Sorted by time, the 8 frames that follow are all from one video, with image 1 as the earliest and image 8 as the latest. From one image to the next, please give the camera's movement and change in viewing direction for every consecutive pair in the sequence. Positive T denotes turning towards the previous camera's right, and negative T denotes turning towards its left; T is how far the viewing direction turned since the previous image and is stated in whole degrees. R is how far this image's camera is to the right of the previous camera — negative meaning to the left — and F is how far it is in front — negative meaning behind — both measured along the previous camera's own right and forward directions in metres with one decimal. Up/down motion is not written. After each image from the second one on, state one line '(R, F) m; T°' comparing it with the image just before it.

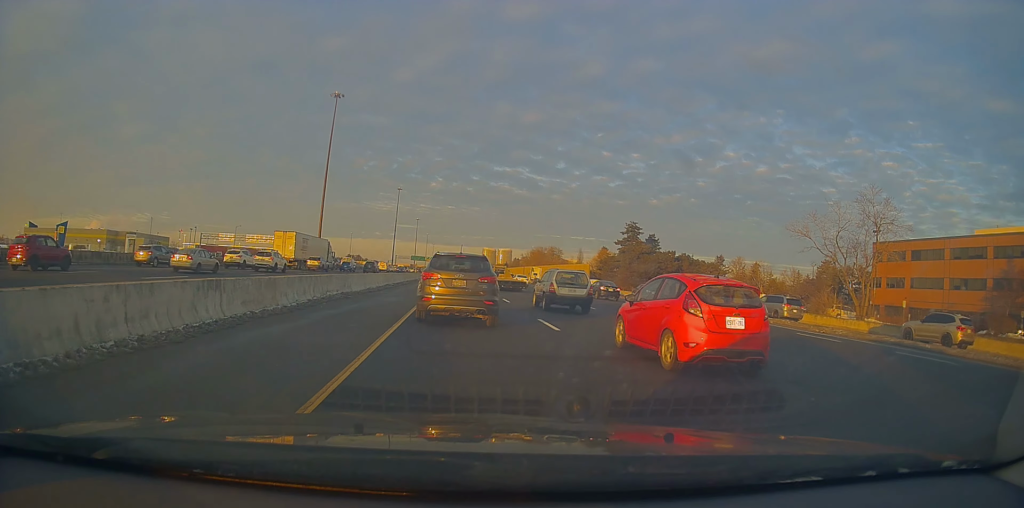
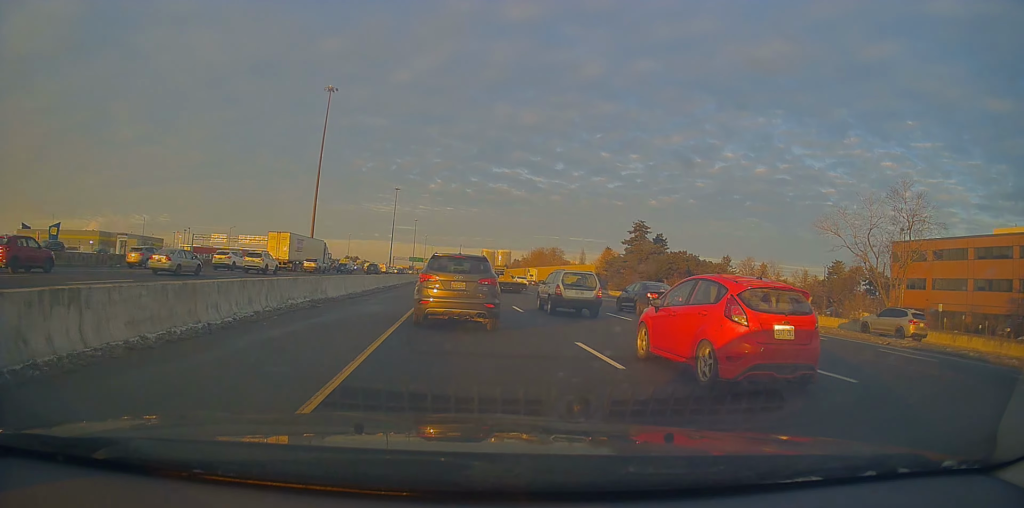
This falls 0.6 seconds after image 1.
(+0.2, +5.4) m; +2°
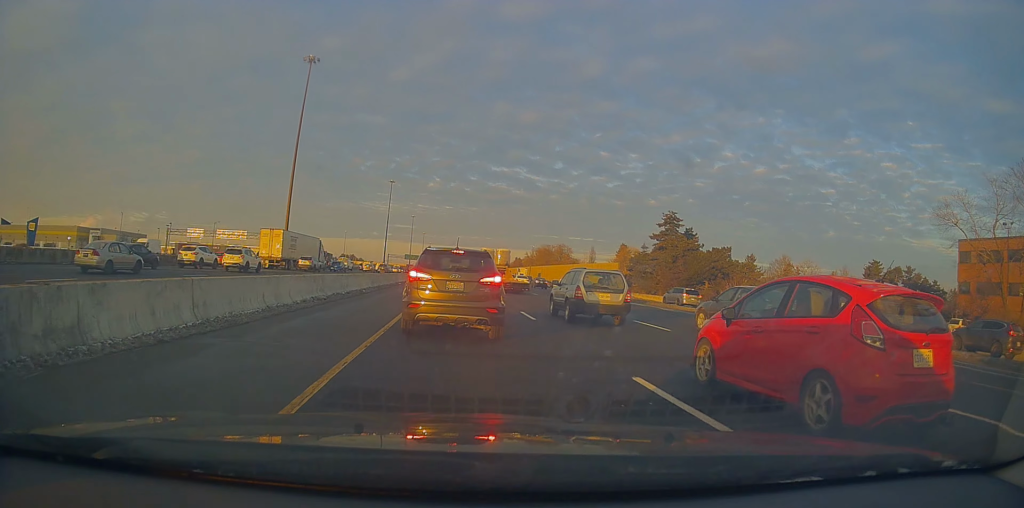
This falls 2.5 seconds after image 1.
(-0.1, +16.4) m; +1°
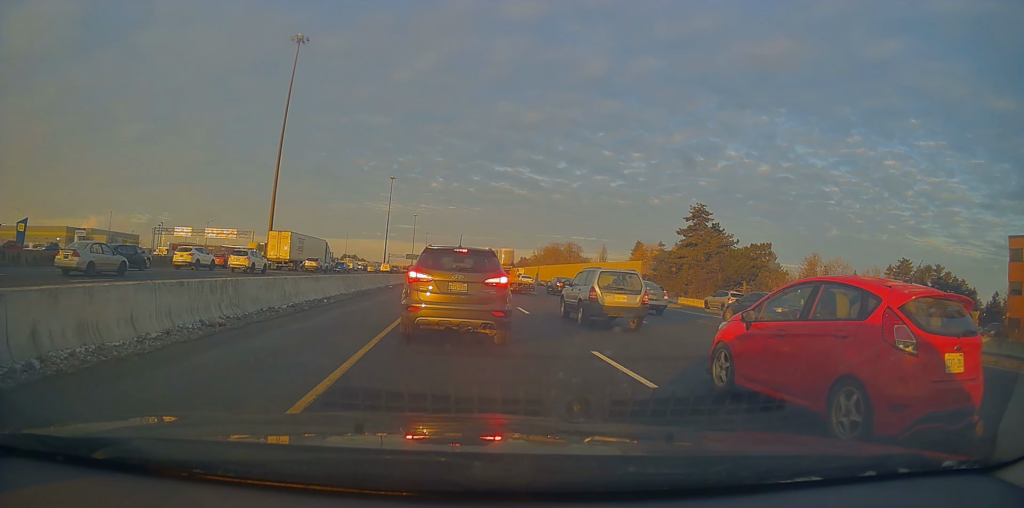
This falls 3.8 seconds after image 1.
(+0.3, +9.9) m; -2°
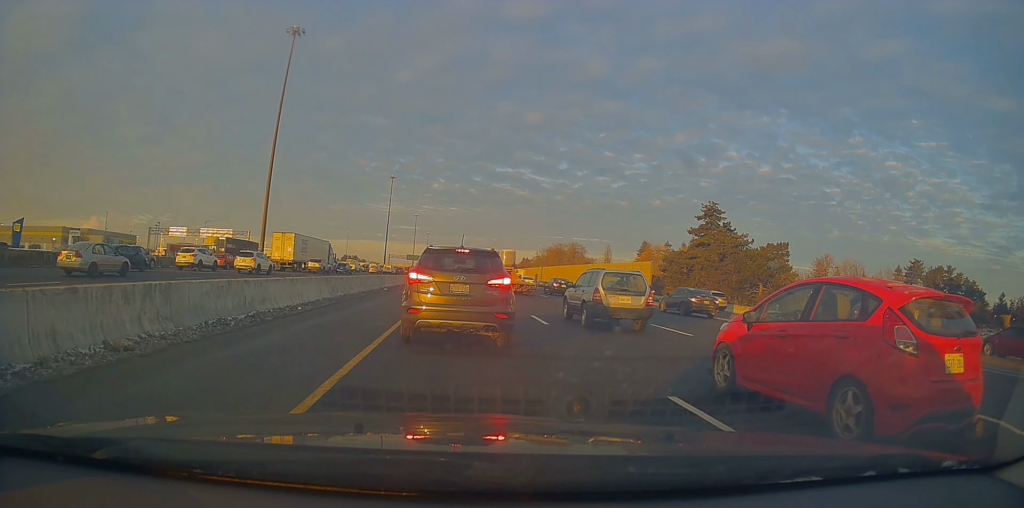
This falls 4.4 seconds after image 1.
(-0.4, +3.6) m; 0°
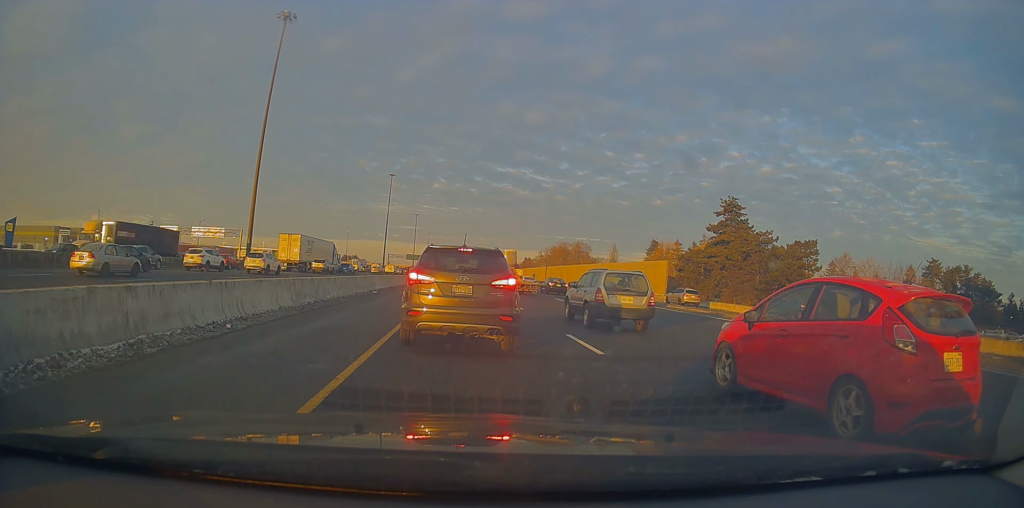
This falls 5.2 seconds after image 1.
(+0.1, +5.8) m; +3°
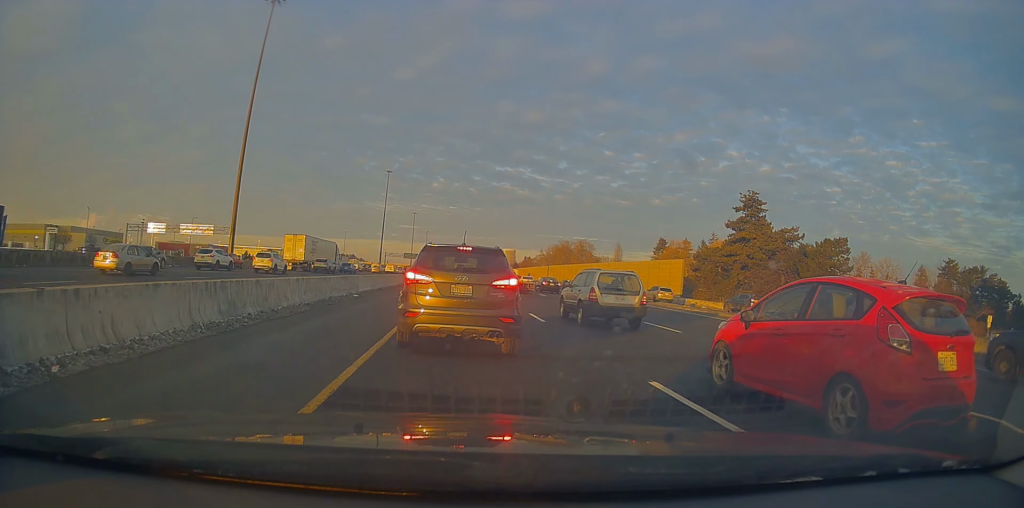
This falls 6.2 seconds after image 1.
(+0.2, +6.0) m; -1°
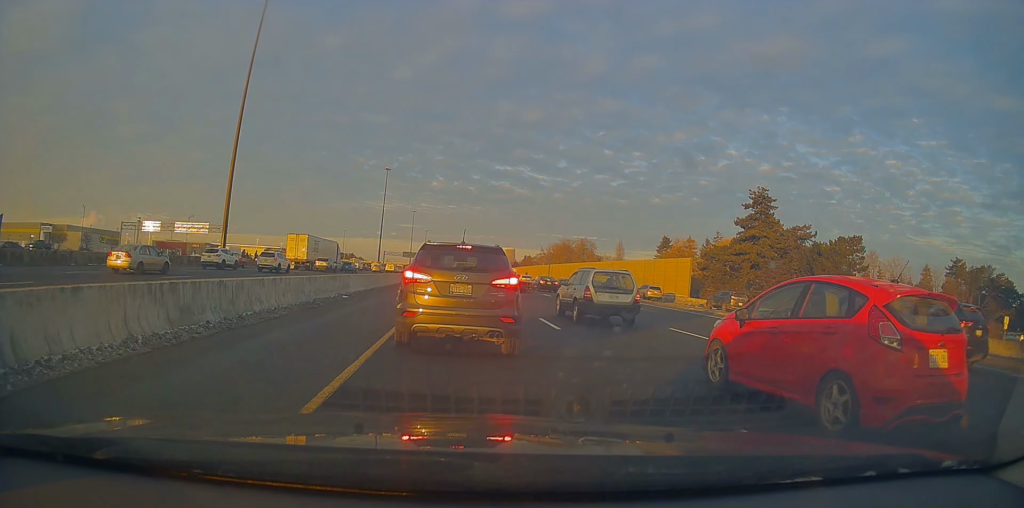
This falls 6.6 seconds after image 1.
(+0.1, +2.7) m; -3°
